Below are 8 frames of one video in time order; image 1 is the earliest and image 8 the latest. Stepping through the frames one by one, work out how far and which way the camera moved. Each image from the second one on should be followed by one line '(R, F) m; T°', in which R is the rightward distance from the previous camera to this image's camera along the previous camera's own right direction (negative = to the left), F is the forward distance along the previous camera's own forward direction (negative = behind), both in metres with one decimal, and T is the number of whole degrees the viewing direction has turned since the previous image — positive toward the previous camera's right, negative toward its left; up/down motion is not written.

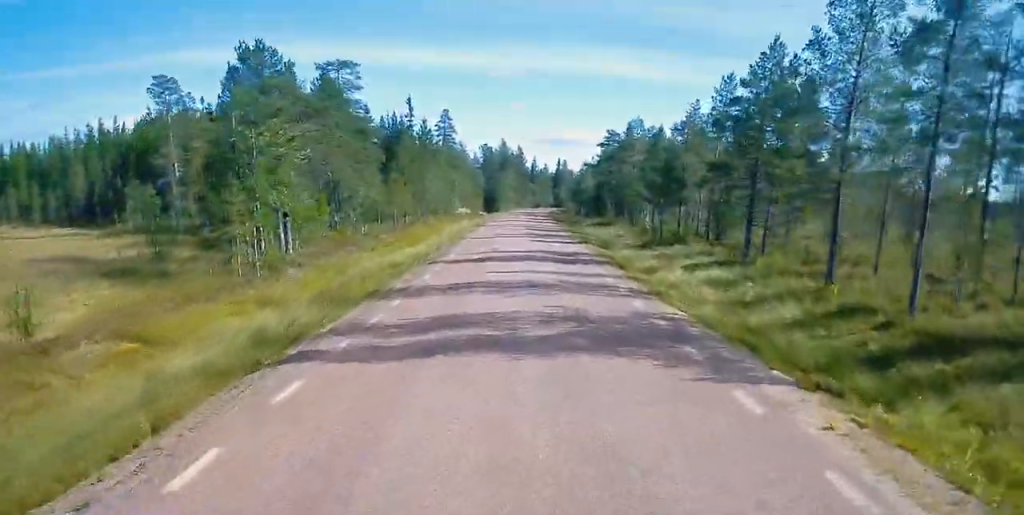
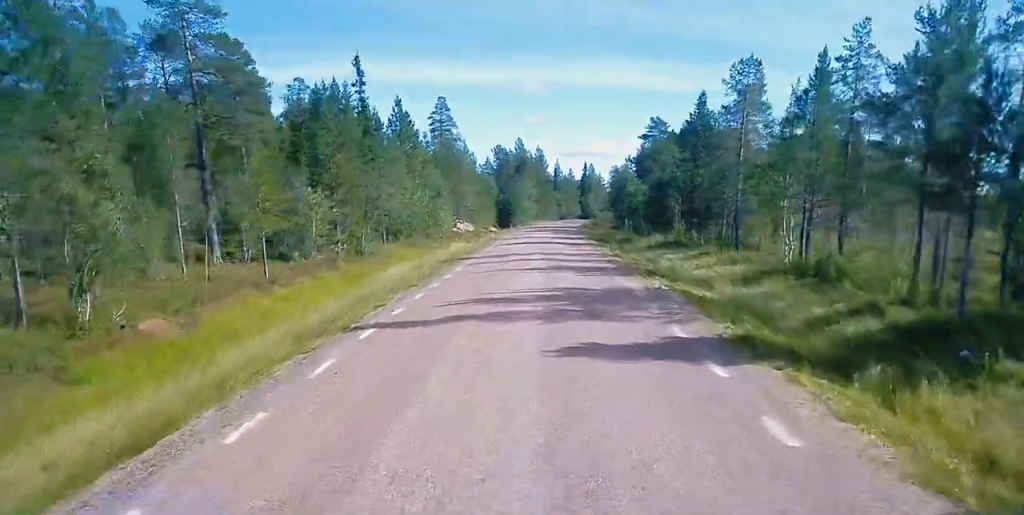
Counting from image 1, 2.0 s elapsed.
(0.0, +31.7) m; 0°
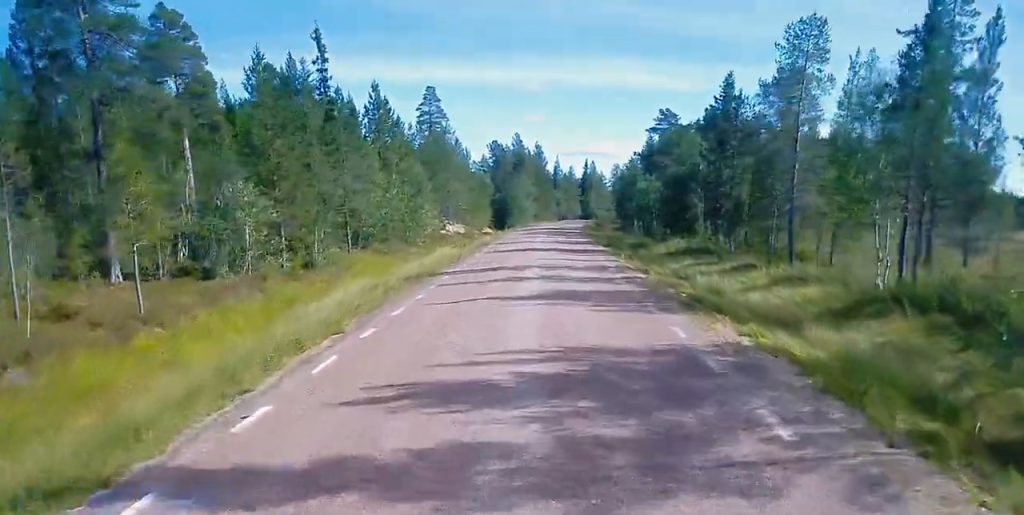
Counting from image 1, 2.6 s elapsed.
(0.0, +9.1) m; 0°
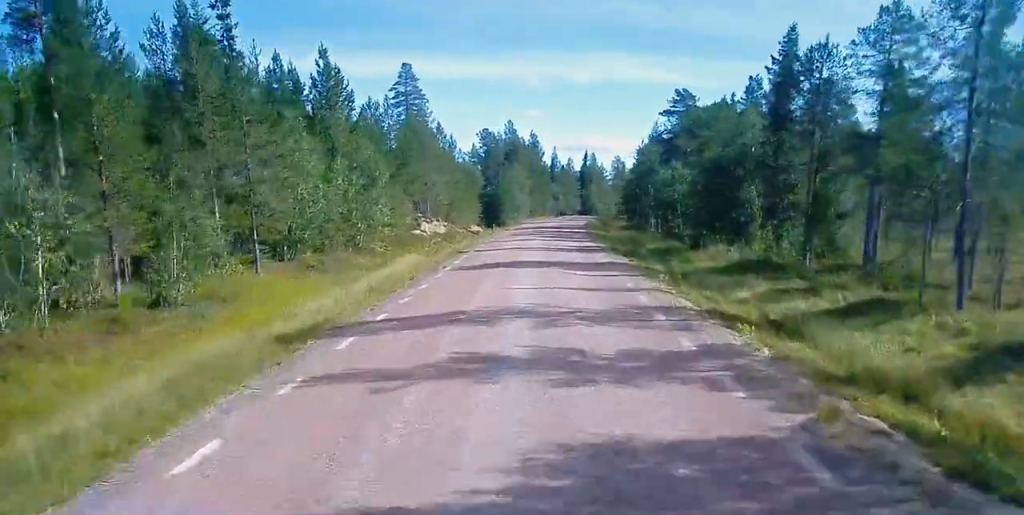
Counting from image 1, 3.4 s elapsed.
(0.0, +13.6) m; 0°
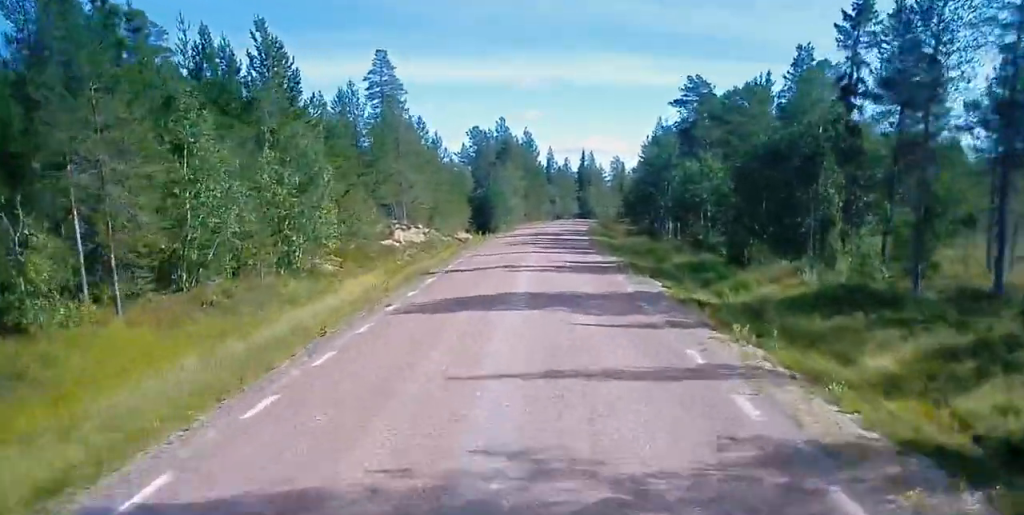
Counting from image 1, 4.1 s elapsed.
(0.0, +10.2) m; 0°
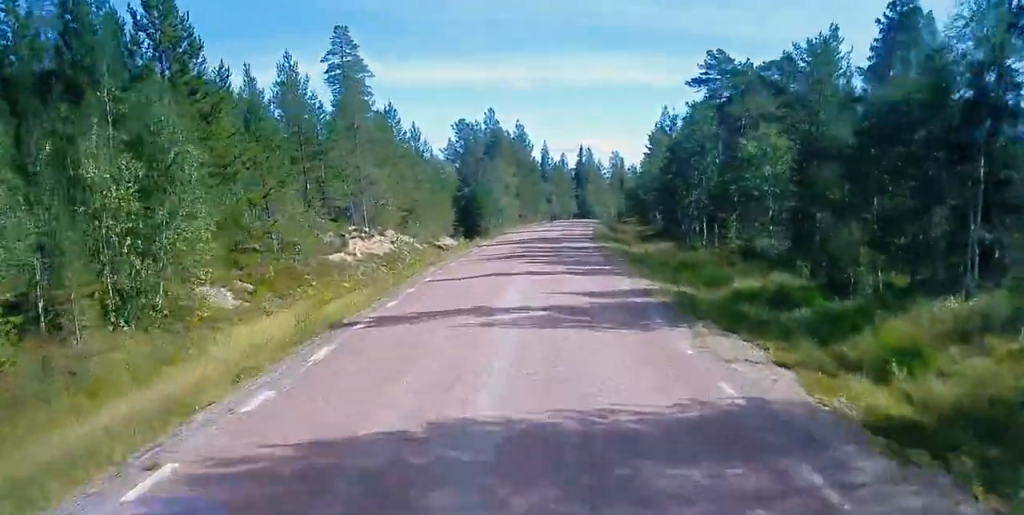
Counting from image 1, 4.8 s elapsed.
(0.0, +11.8) m; 0°
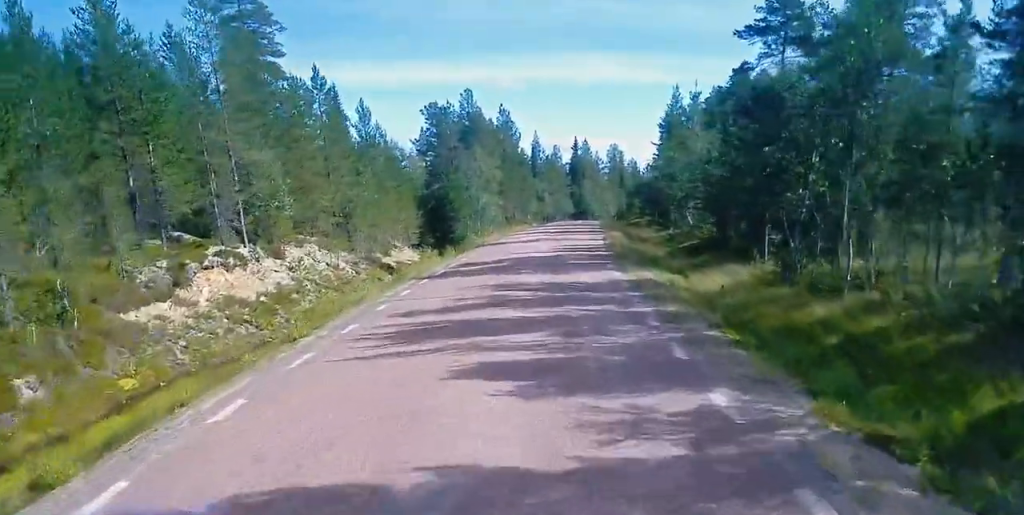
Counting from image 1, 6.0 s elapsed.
(0.0, +18.4) m; 0°
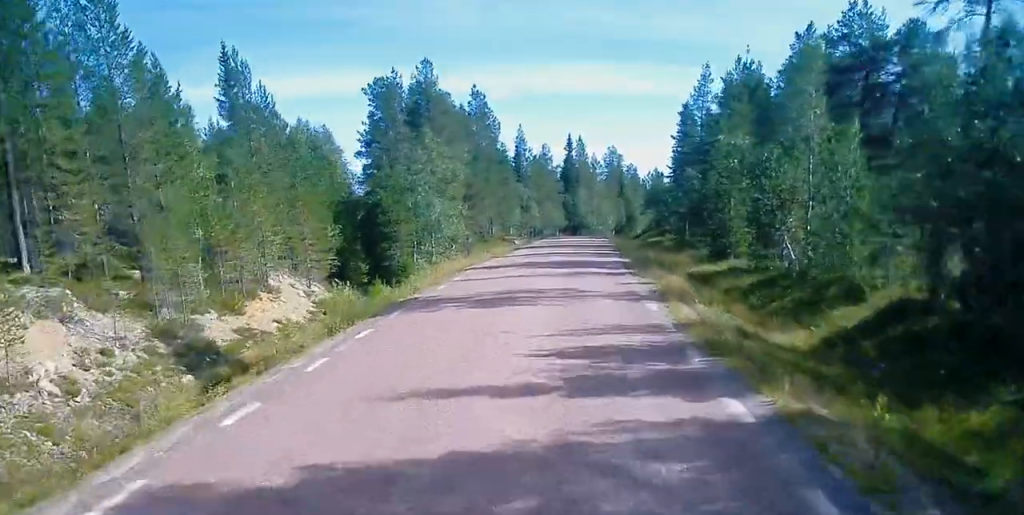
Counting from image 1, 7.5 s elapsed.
(0.0, +23.1) m; +1°
